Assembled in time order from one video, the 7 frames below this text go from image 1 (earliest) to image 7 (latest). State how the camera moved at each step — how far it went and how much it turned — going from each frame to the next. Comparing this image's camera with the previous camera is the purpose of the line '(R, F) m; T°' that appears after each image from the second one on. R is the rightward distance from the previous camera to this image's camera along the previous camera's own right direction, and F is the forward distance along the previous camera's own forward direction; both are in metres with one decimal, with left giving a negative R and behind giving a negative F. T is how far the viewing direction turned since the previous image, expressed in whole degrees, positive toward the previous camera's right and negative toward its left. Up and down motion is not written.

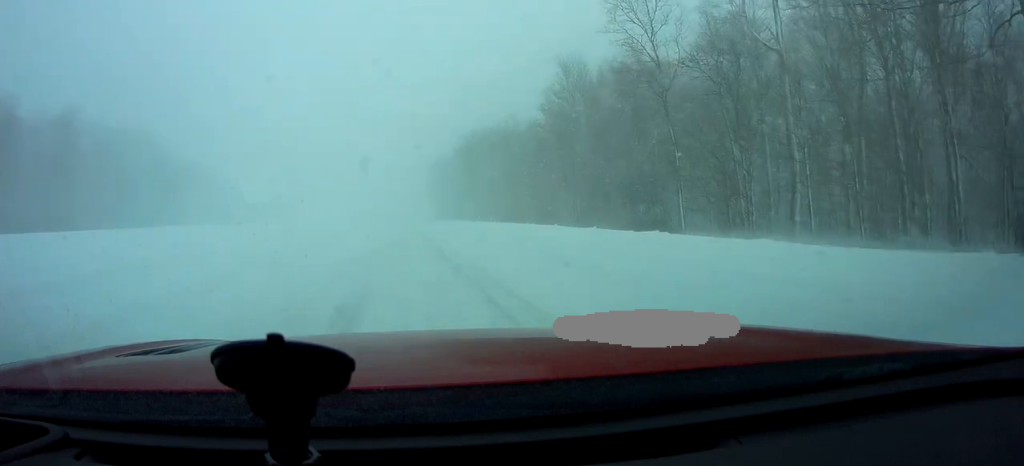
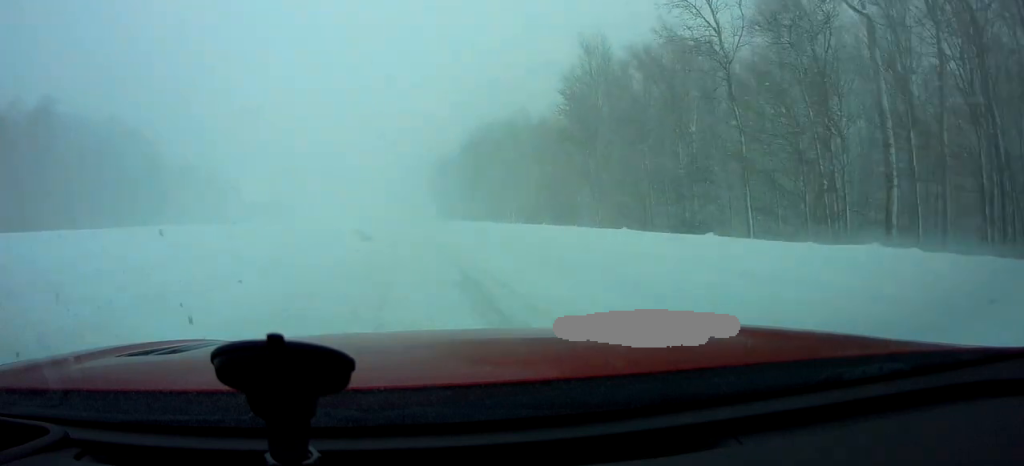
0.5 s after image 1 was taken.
(-0.2, +7.8) m; -1°
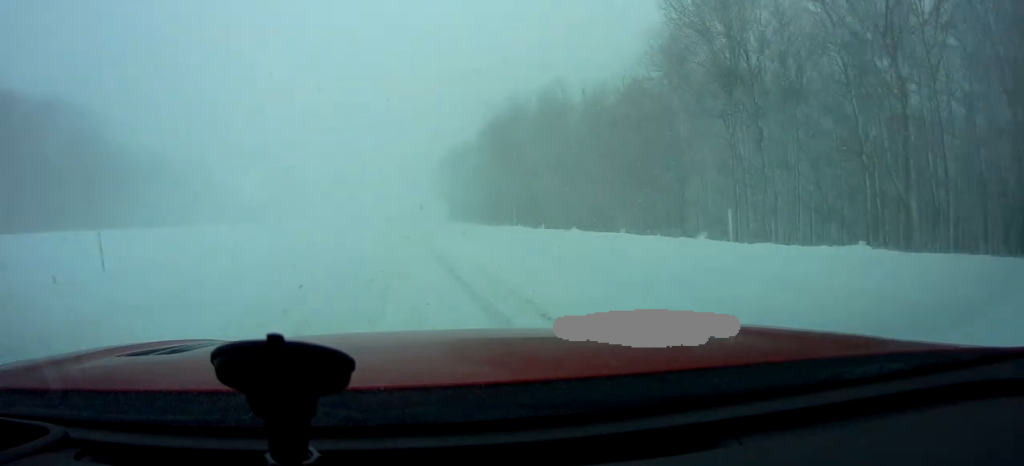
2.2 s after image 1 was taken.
(-0.4, +25.0) m; -1°
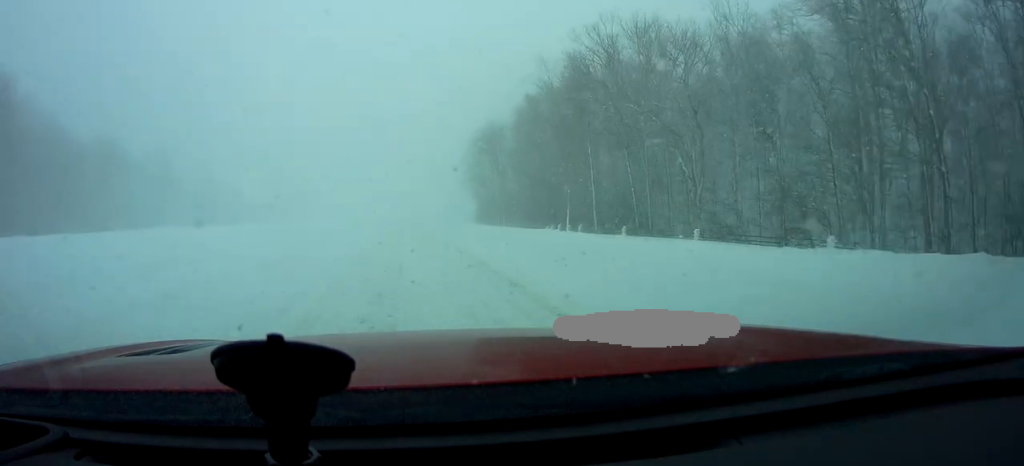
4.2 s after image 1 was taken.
(+0.2, +28.7) m; -1°
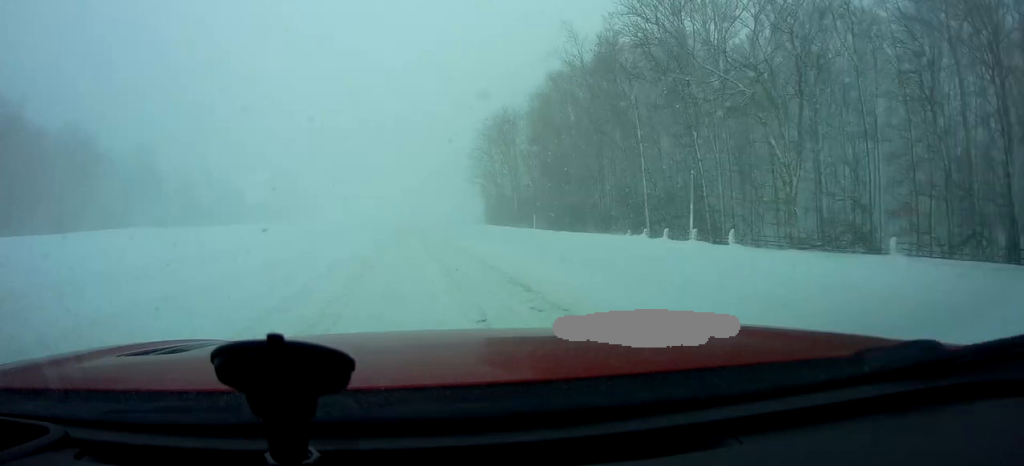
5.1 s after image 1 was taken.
(-0.2, +11.3) m; -1°
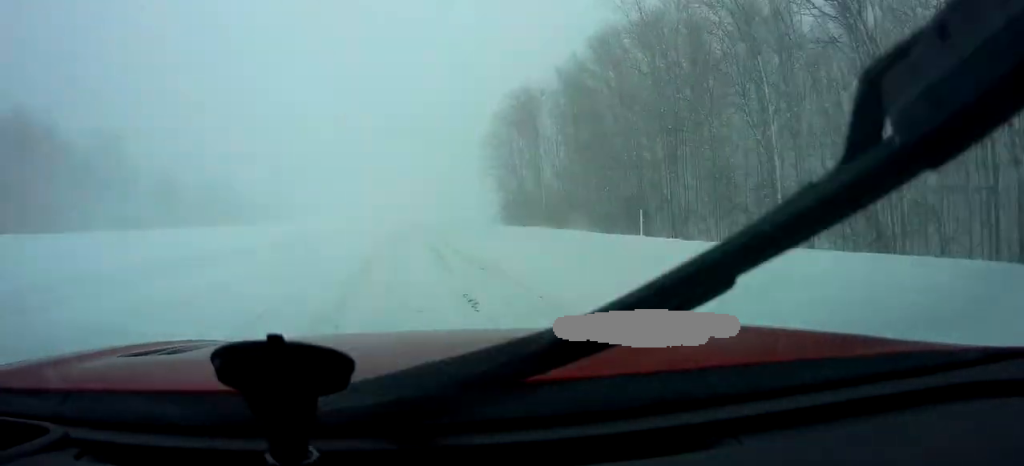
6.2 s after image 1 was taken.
(0.0, +15.1) m; 0°
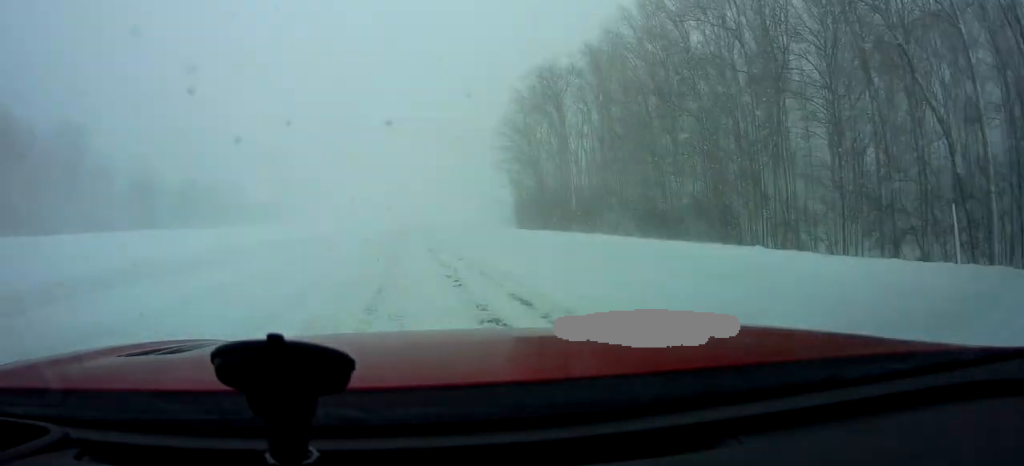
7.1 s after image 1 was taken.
(0.0, +12.0) m; 0°
